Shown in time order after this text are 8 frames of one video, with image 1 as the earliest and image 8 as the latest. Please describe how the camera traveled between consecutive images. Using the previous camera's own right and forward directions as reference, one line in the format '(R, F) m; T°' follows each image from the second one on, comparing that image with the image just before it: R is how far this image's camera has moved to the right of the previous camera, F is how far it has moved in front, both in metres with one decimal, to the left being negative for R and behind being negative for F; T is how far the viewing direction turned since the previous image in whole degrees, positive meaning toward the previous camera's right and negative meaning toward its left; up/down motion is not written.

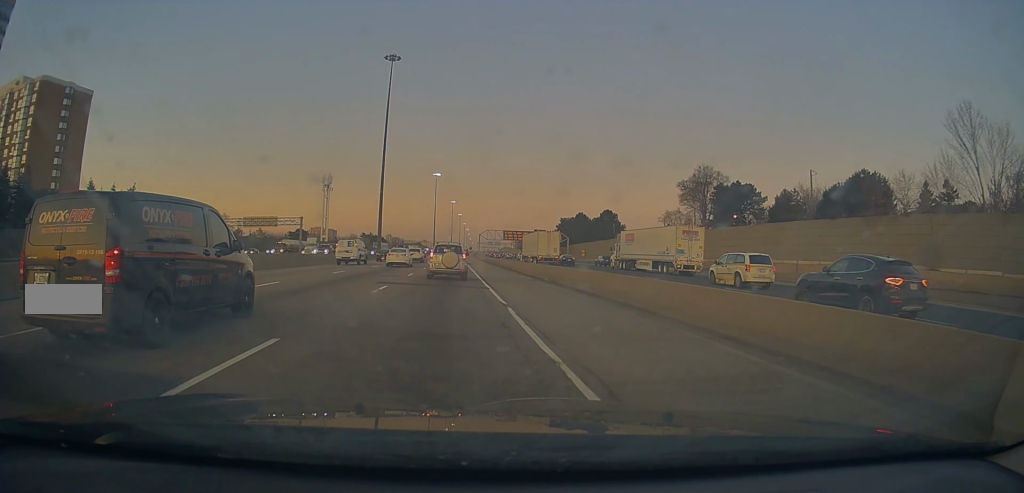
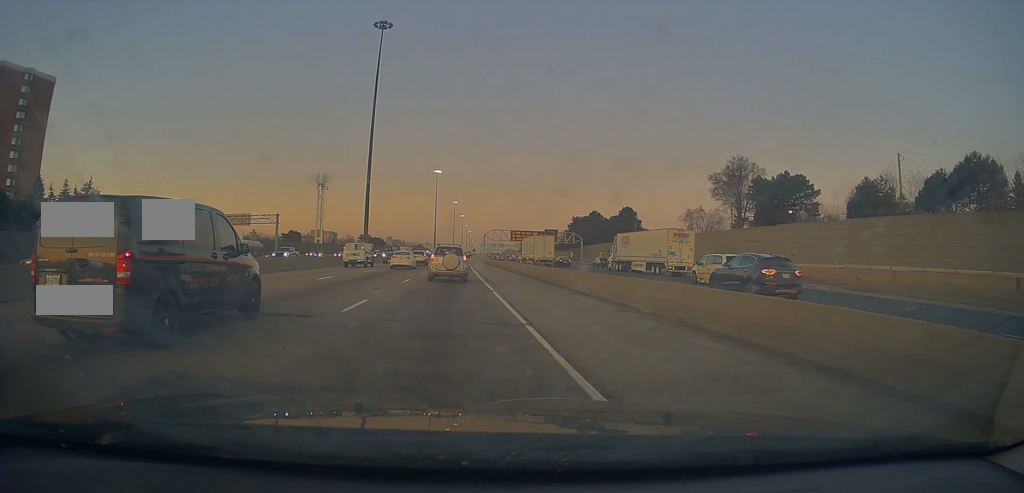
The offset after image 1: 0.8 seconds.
(-0.3, +16.8) m; -1°
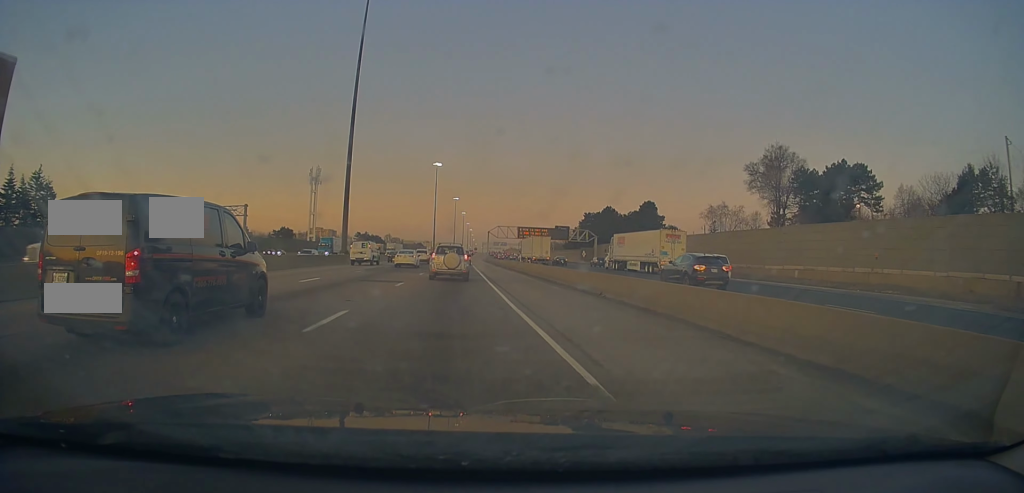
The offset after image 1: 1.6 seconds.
(-0.1, +15.4) m; 0°
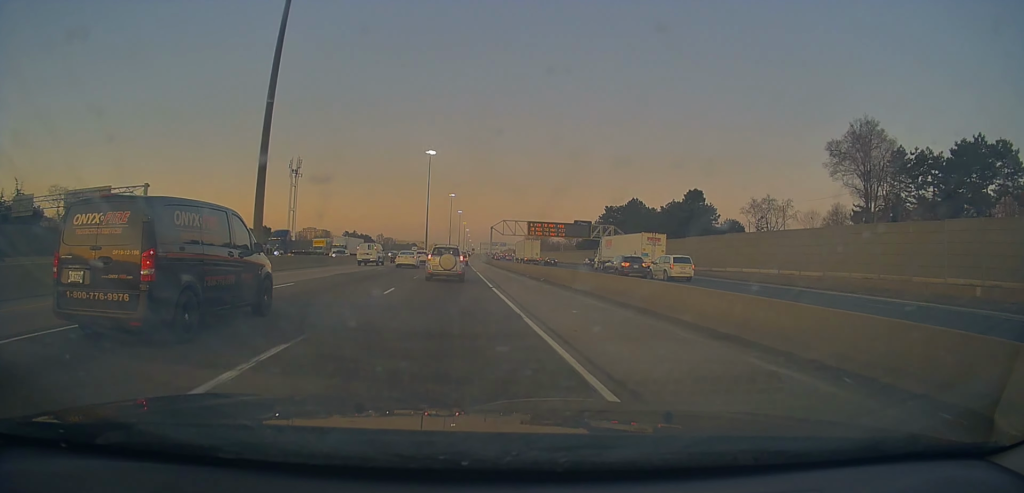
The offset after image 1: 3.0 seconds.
(+0.4, +27.6) m; +2°
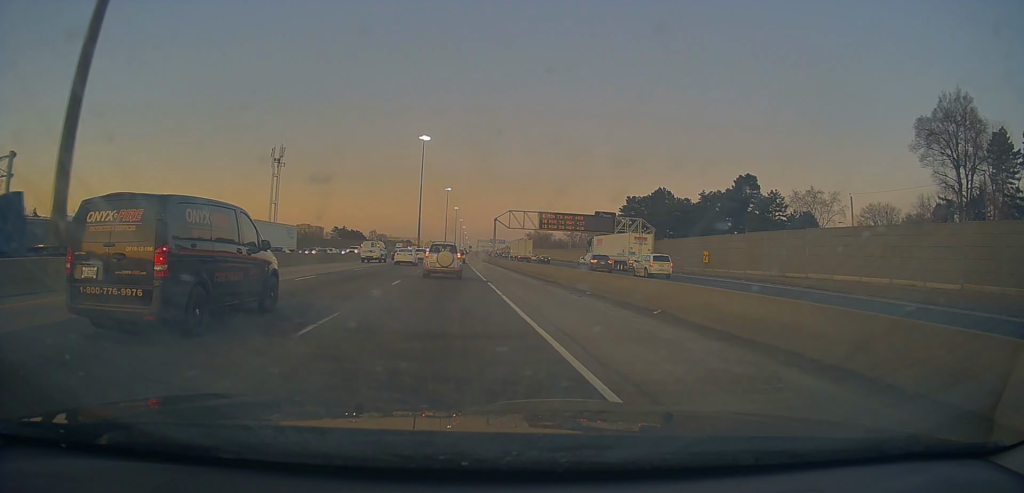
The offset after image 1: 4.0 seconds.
(+0.3, +20.3) m; 0°
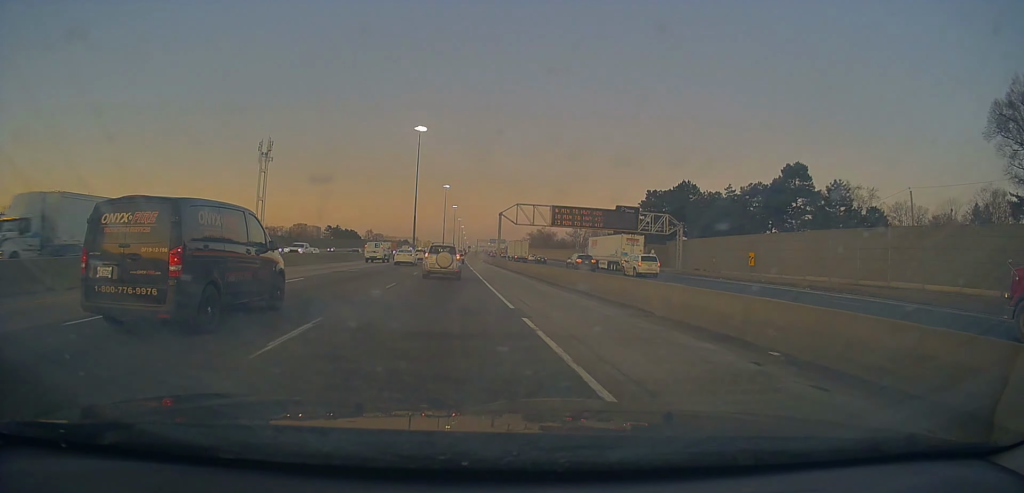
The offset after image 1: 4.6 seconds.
(-0.1, +13.6) m; 0°
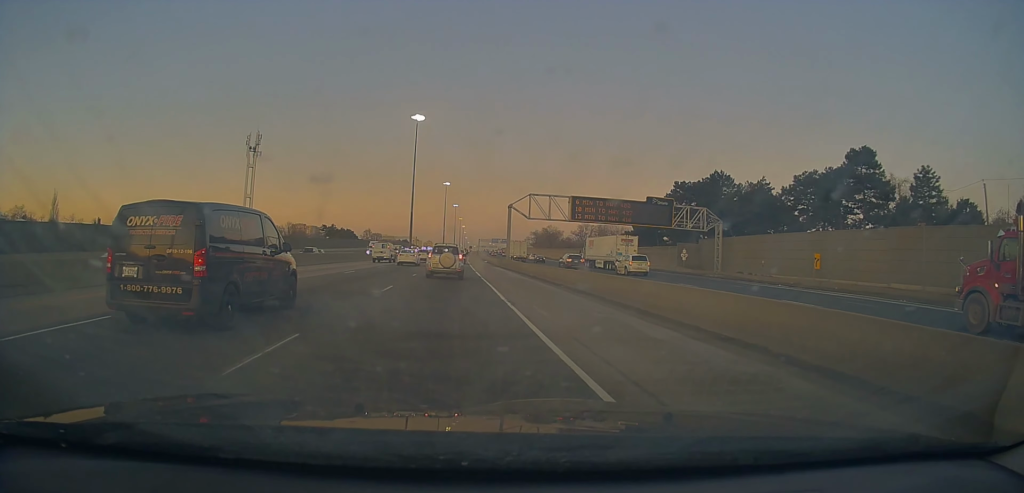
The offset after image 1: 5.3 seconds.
(-0.4, +13.6) m; 0°
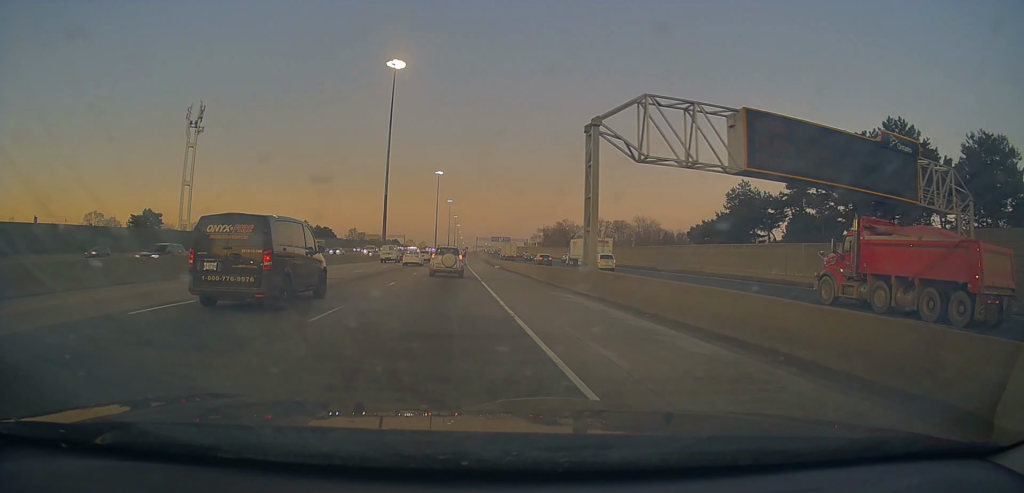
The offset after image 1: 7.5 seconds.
(+1.5, +43.5) m; +1°
